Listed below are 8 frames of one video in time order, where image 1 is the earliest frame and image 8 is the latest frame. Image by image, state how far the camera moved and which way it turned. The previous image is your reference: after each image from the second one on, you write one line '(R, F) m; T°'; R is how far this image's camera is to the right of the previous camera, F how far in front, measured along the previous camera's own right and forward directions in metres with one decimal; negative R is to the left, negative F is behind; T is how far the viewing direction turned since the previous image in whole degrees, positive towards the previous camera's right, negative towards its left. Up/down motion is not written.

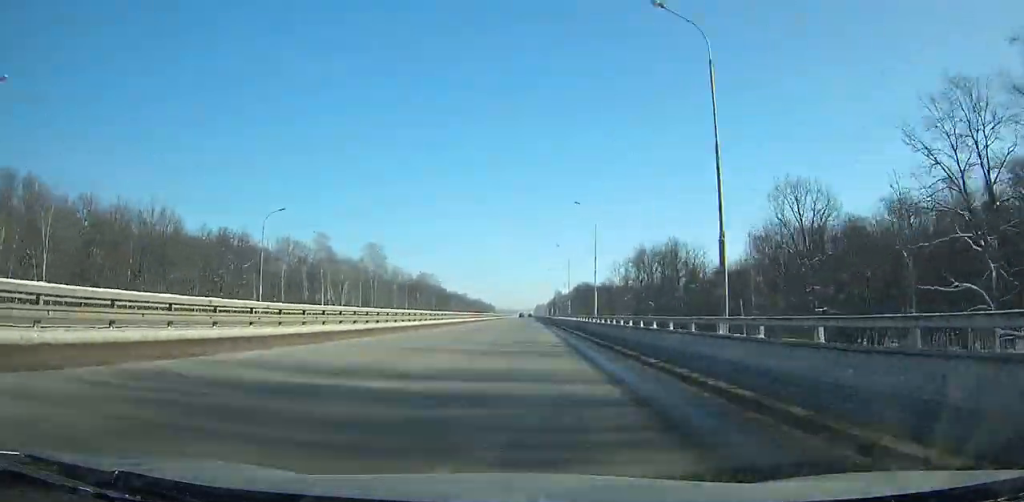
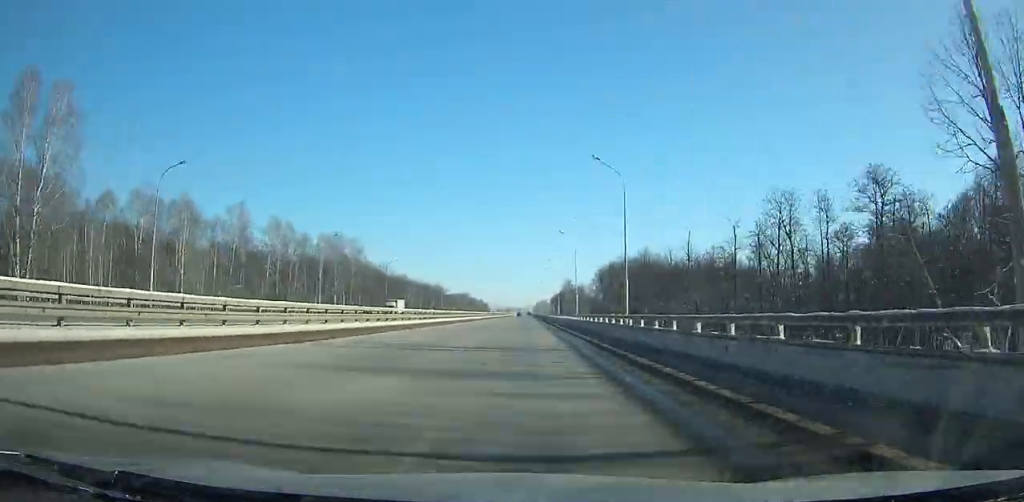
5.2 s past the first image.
(0.0, +137.2) m; 0°
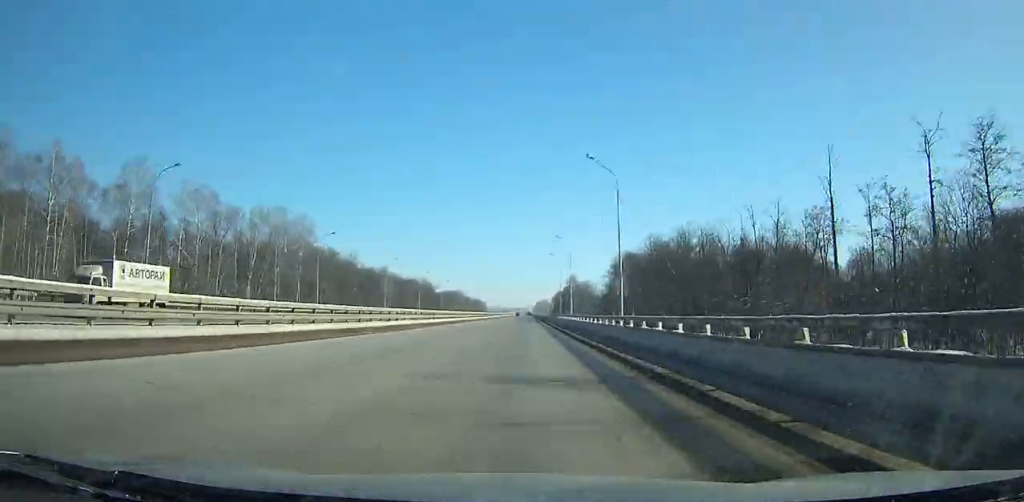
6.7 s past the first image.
(0.0, +39.0) m; 0°
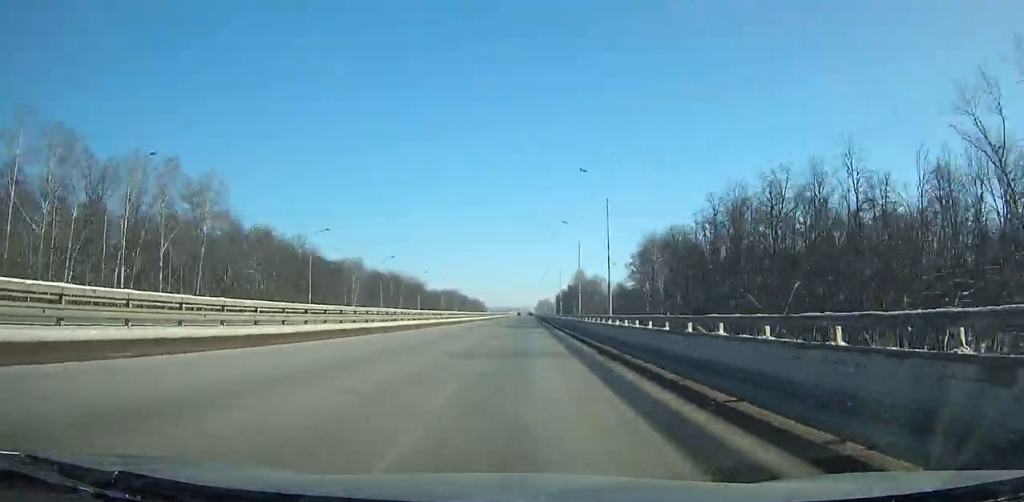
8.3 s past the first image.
(+0.1, +40.5) m; -1°
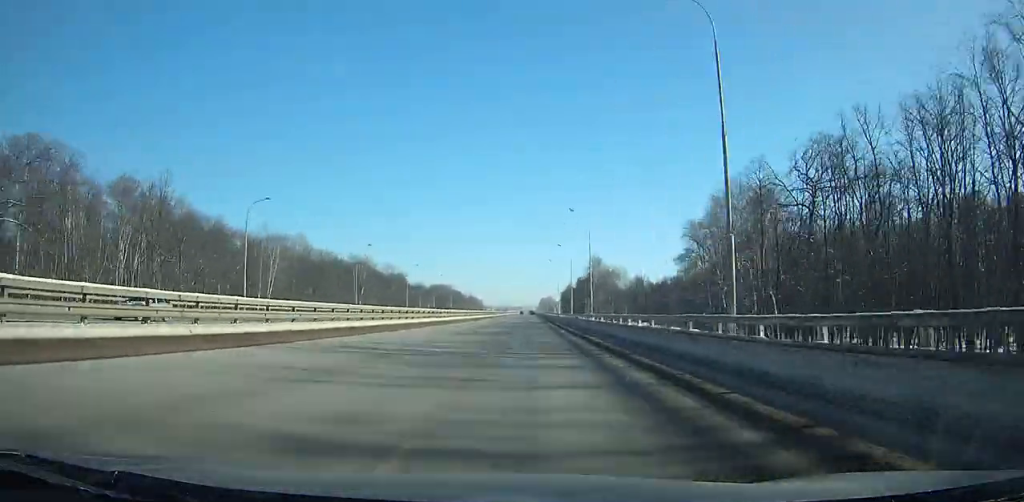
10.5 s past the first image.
(-0.2, +55.4) m; 0°
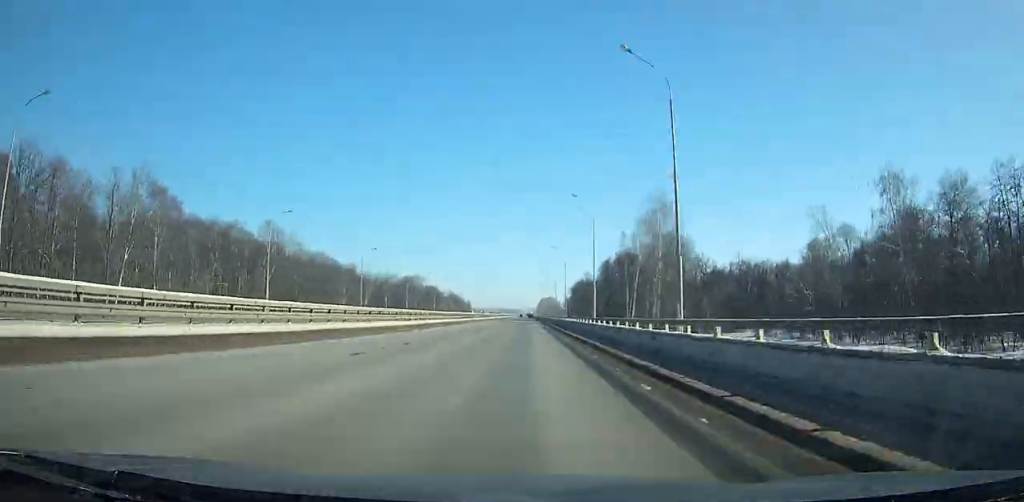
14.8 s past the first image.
(+1.6, +110.4) m; +2°
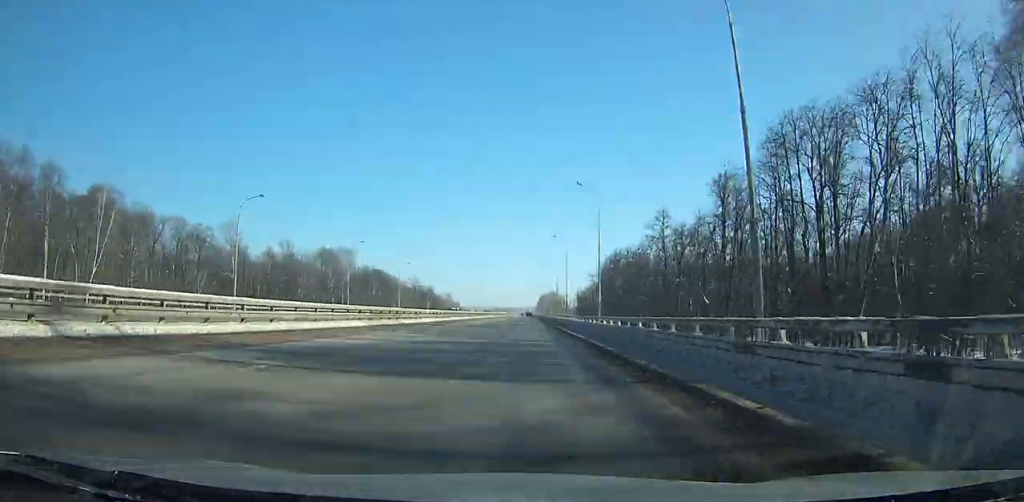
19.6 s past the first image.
(+8.6, +118.6) m; +7°
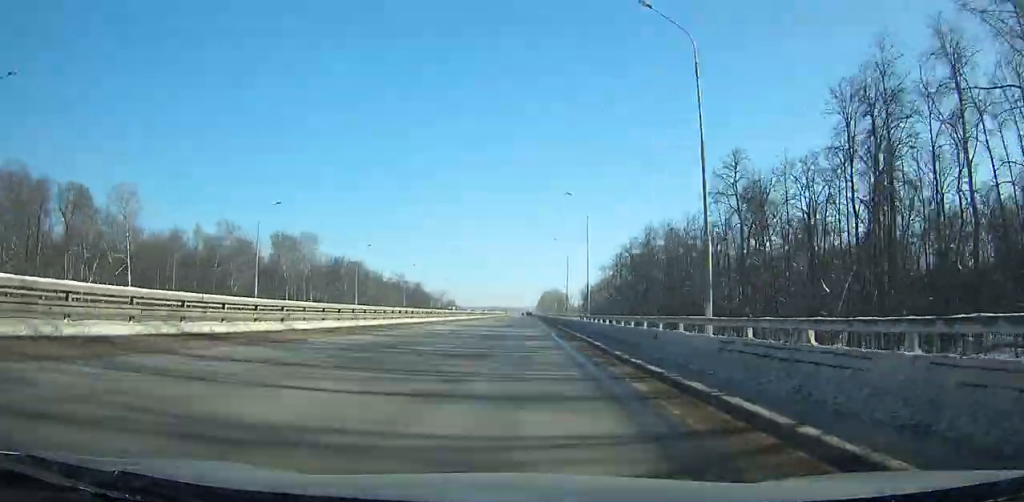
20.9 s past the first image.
(+8.9, +23.9) m; -6°
